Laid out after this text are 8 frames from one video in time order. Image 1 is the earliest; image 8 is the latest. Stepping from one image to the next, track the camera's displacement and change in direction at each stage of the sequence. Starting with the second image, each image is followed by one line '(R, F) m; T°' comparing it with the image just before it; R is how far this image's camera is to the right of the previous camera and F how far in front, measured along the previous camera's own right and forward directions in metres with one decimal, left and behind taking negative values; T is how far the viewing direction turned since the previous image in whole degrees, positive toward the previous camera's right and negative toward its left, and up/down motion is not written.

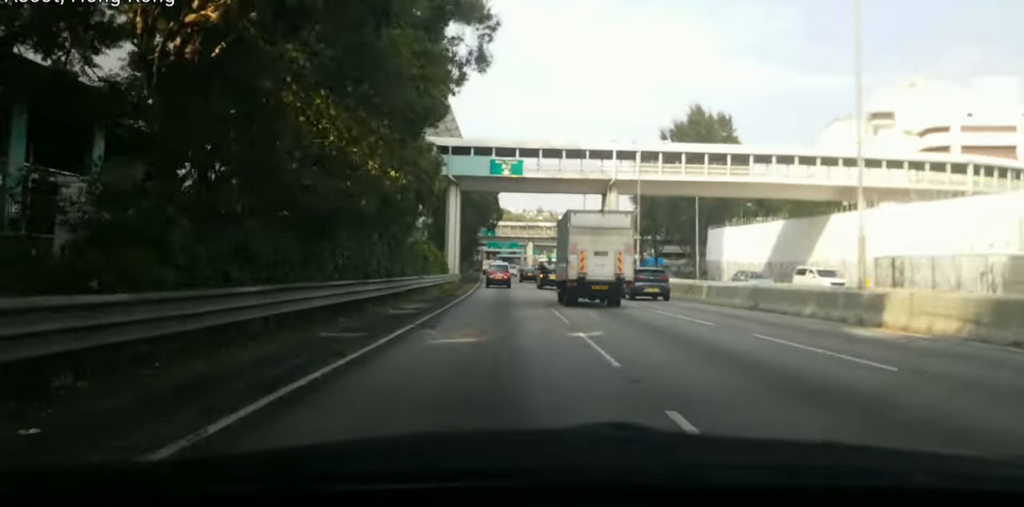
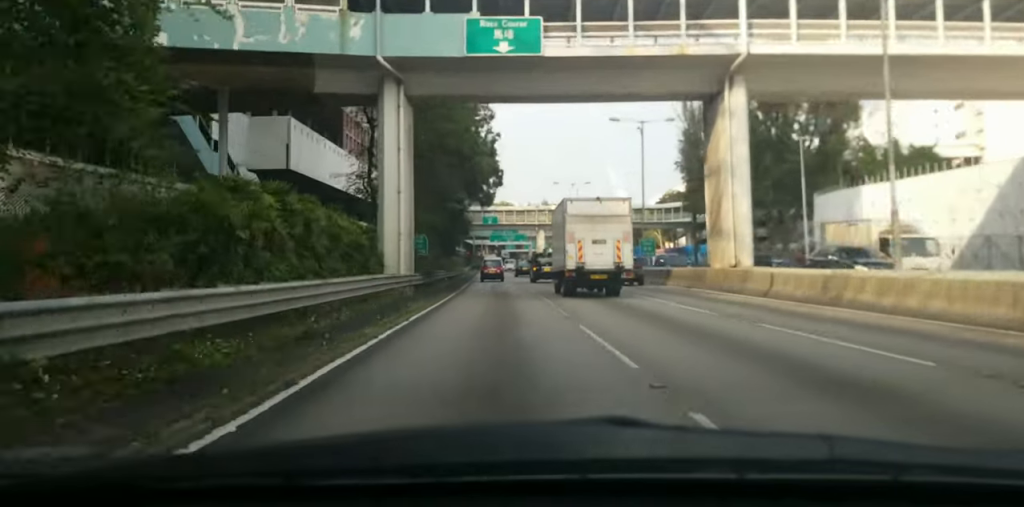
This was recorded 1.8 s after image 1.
(-0.9, +36.8) m; -3°
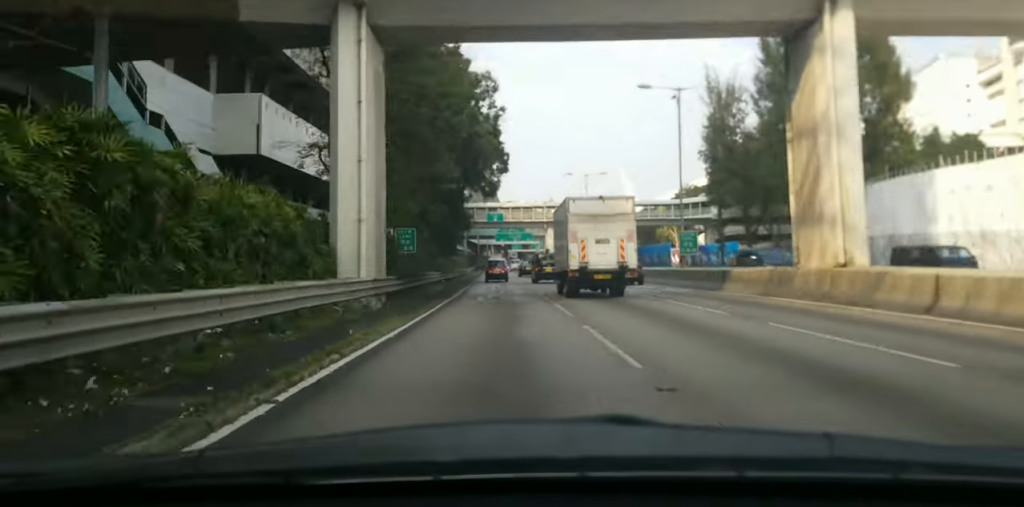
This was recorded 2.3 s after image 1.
(-0.1, +8.8) m; 0°
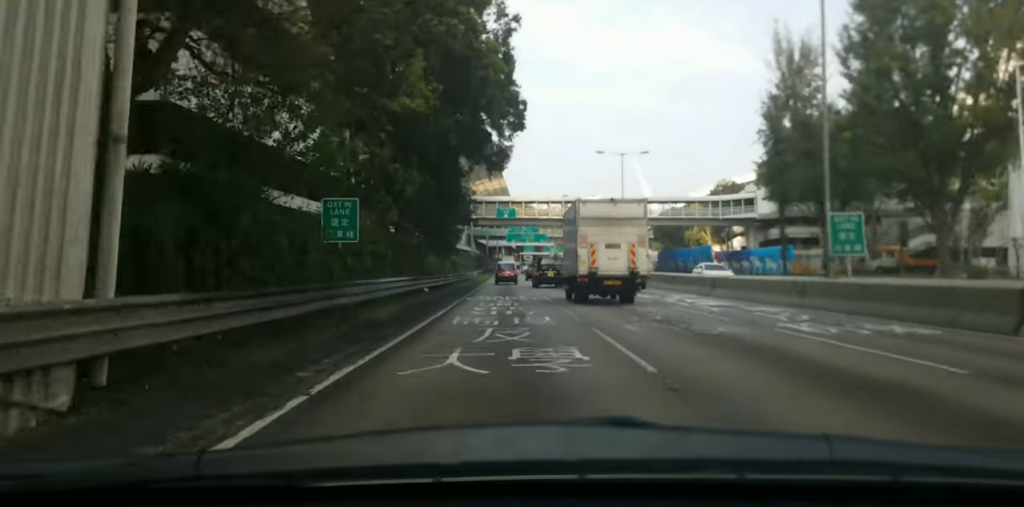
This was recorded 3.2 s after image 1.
(+0.1, +17.6) m; 0°
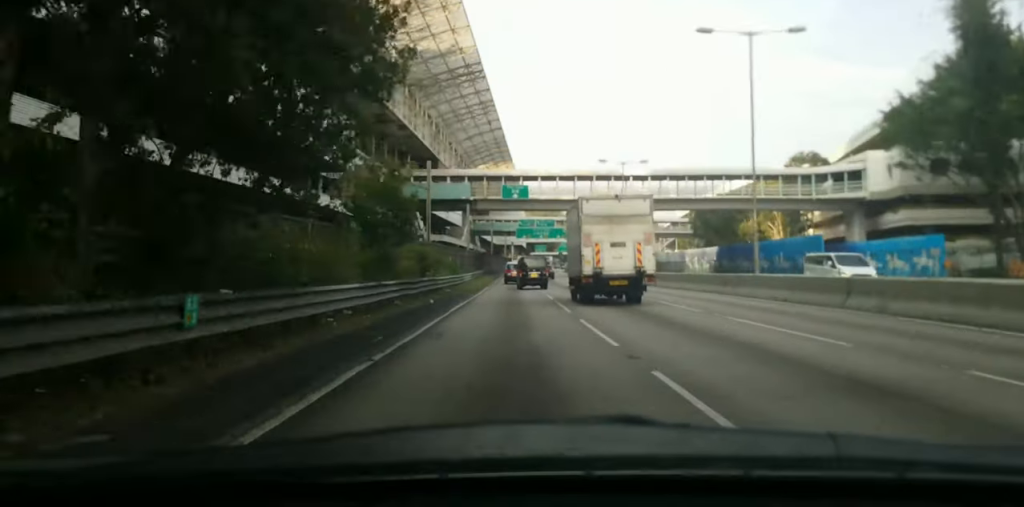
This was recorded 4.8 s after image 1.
(-0.8, +32.9) m; -3°
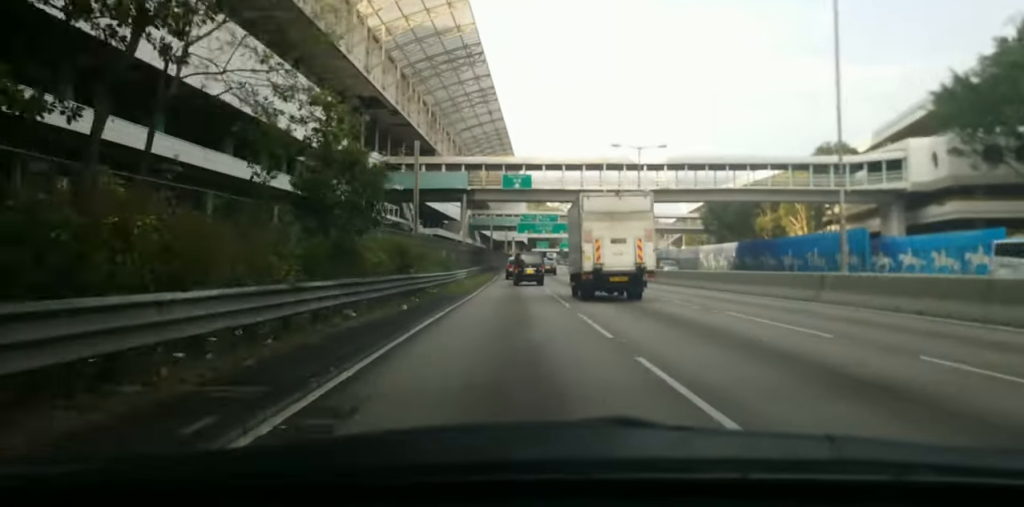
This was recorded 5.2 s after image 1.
(-0.2, +8.1) m; 0°
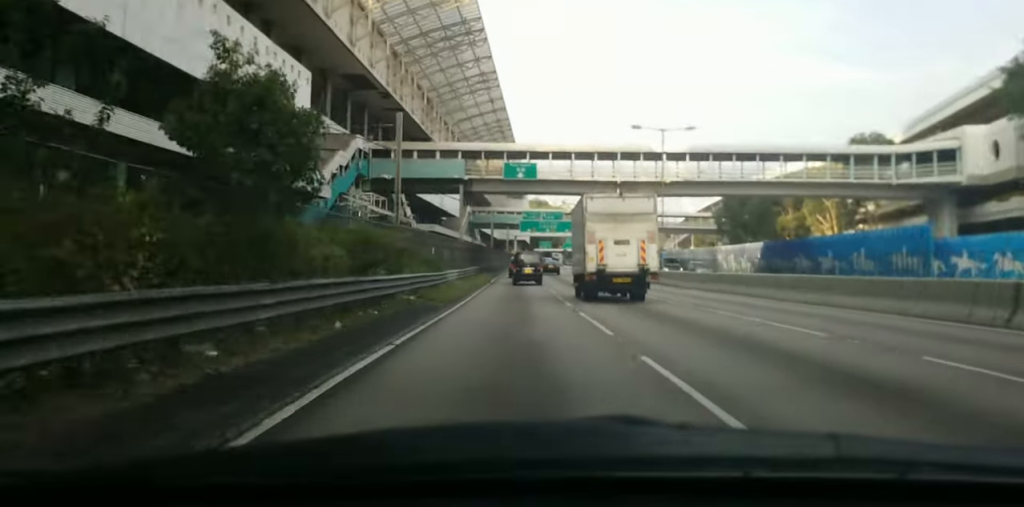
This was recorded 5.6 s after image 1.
(-0.1, +8.9) m; 0°
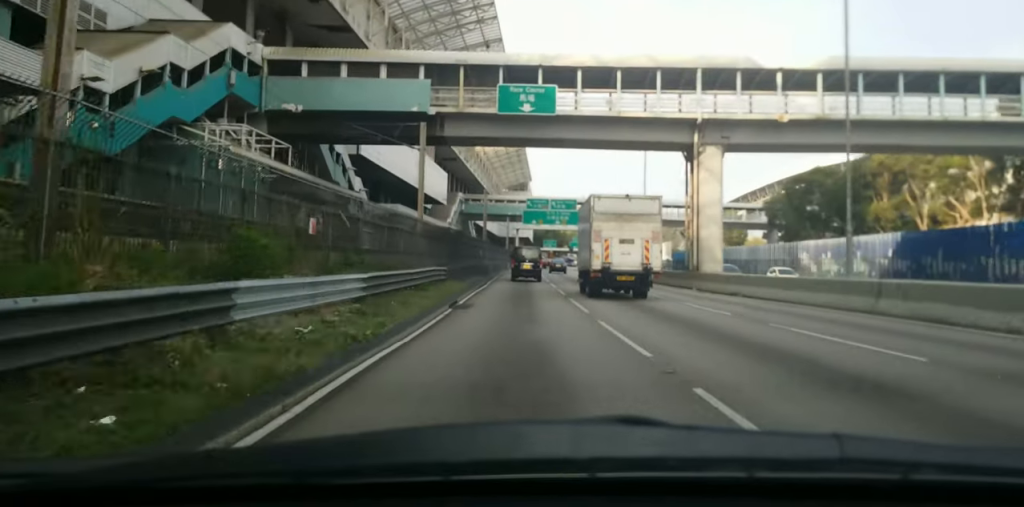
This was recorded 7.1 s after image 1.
(+0.5, +29.1) m; +3°
